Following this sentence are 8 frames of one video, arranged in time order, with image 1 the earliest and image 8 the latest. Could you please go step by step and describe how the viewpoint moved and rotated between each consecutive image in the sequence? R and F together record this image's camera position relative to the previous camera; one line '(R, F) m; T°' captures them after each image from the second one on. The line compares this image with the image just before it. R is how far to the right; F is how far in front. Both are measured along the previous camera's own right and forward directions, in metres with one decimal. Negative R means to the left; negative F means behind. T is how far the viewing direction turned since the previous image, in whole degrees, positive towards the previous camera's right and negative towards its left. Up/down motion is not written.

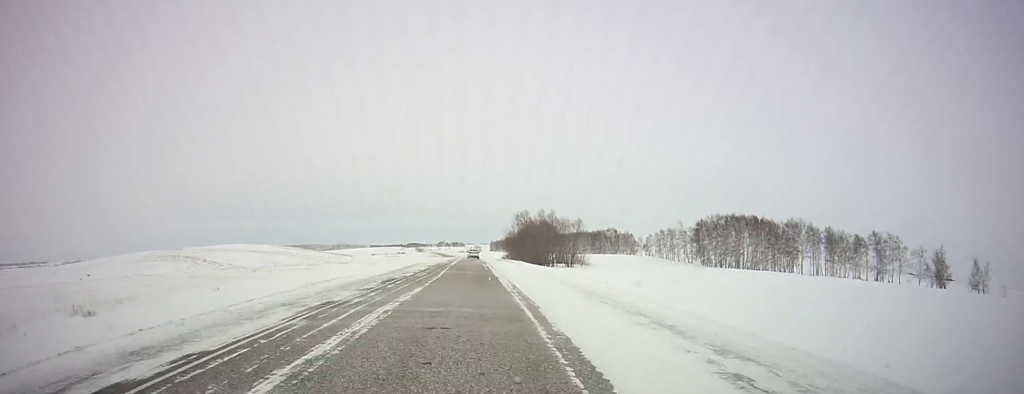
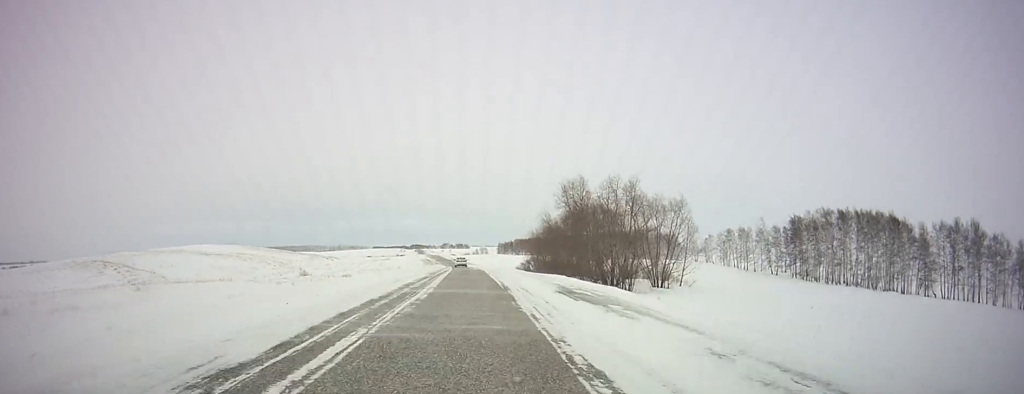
(+0.1, +59.3) m; -1°
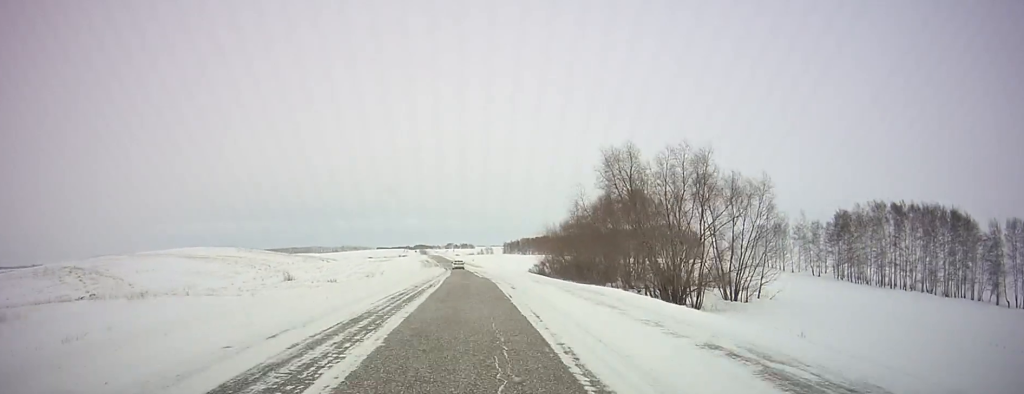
(-0.1, +18.9) m; 0°
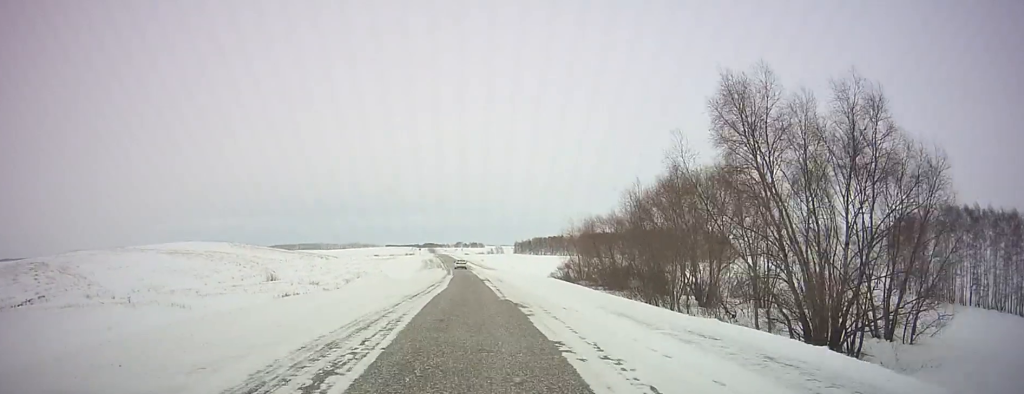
(-0.2, +19.8) m; 0°
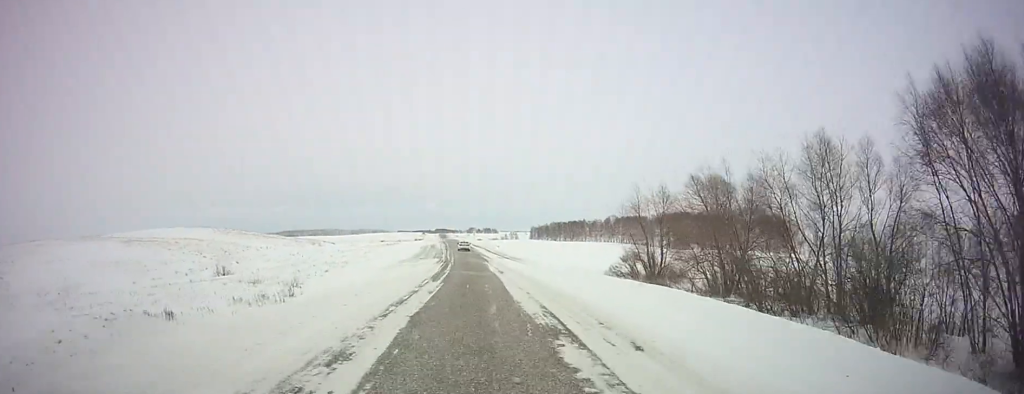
(+0.1, +33.1) m; -1°
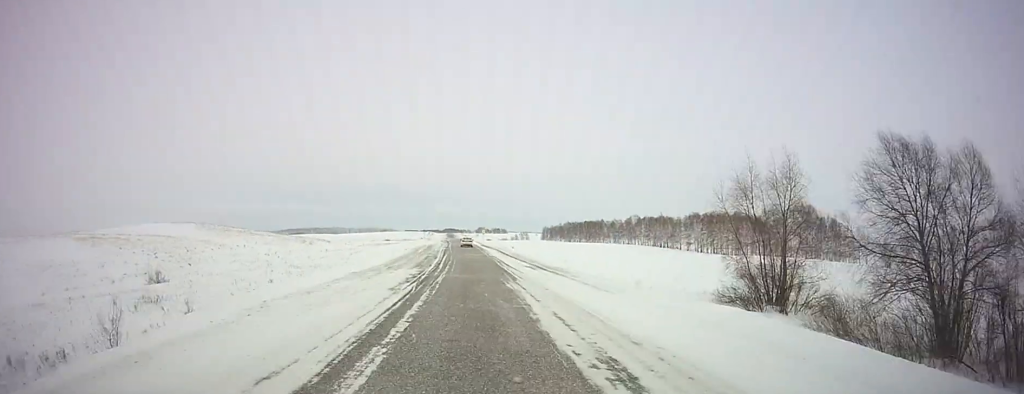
(-0.5, +25.6) m; -2°
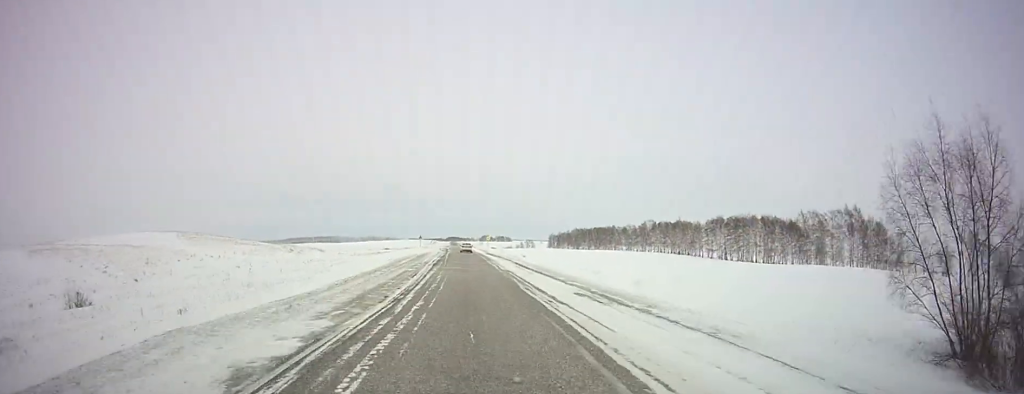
(-0.3, +19.0) m; 0°
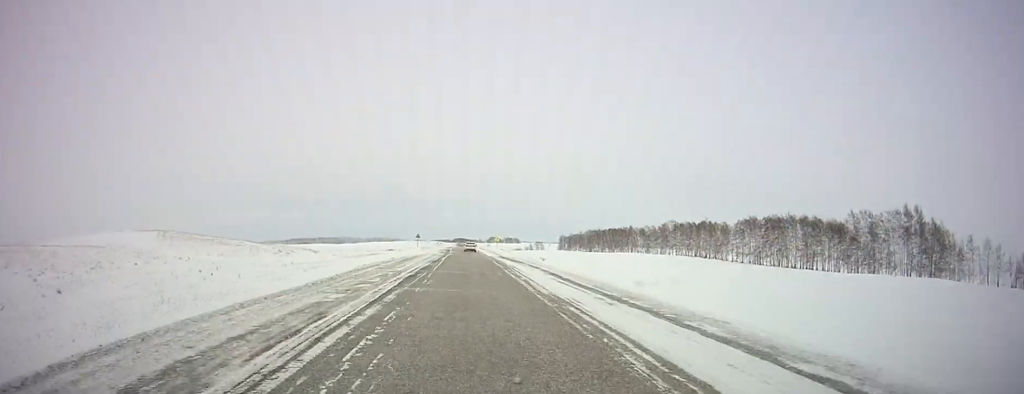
(0.0, +19.9) m; 0°
